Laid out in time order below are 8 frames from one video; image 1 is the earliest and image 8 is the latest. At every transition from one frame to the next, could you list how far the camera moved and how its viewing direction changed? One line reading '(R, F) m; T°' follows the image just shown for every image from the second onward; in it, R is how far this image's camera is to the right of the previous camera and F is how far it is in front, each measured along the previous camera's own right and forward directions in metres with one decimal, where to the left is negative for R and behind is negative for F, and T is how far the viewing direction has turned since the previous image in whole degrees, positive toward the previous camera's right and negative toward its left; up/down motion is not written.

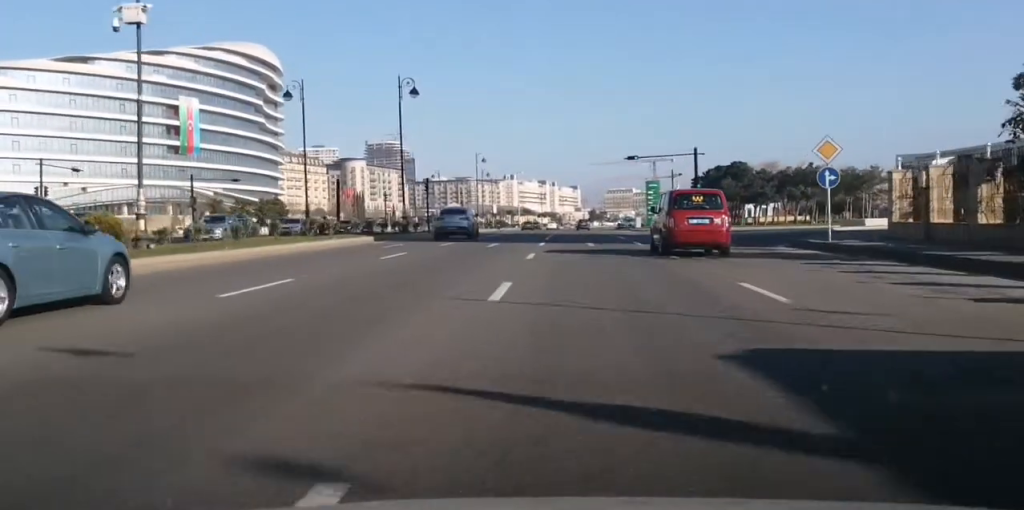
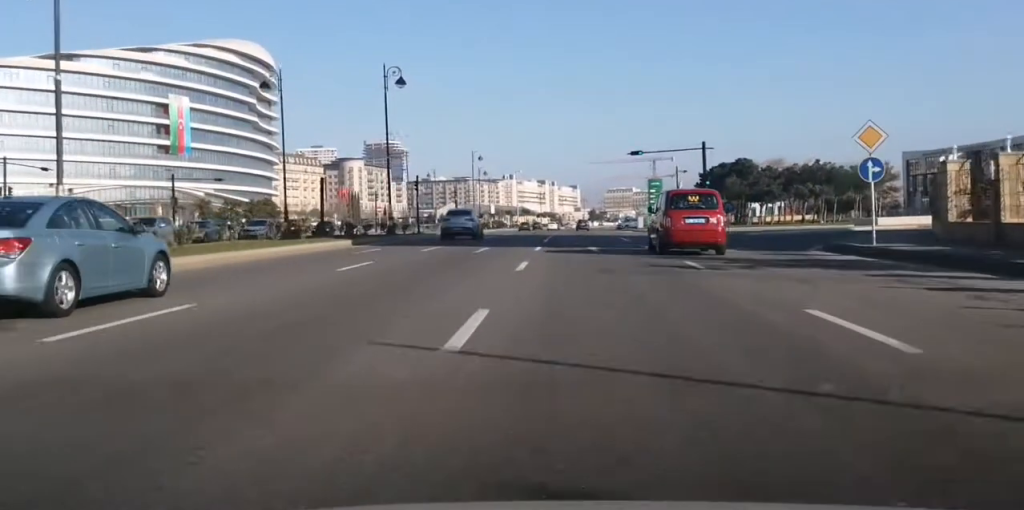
(0.0, +5.0) m; -1°
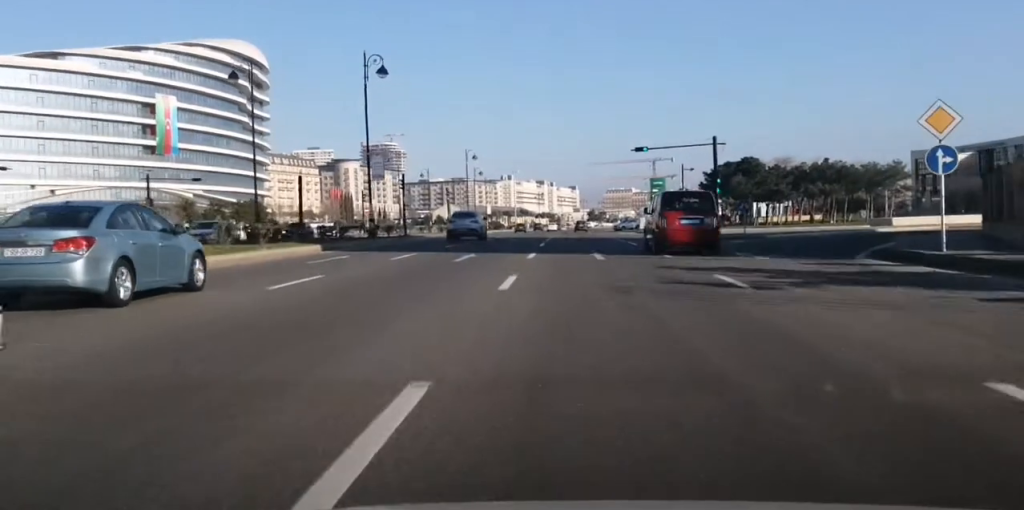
(+0.1, +5.0) m; -1°
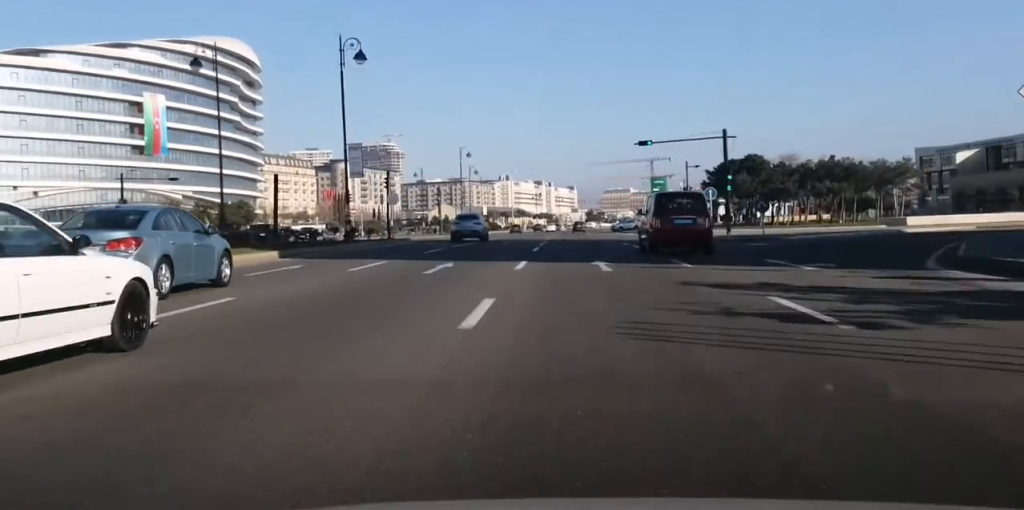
(-0.1, +5.1) m; 0°
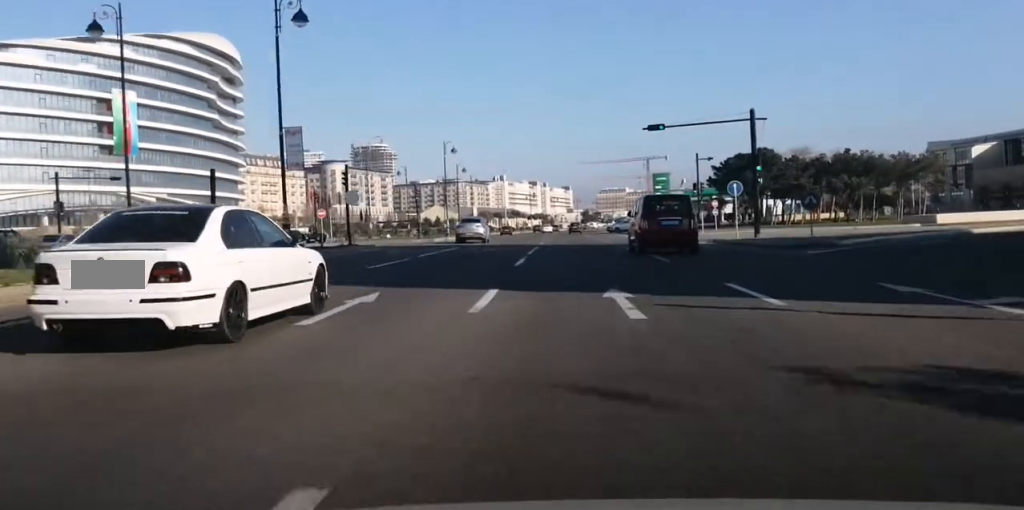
(-0.4, +9.6) m; 0°
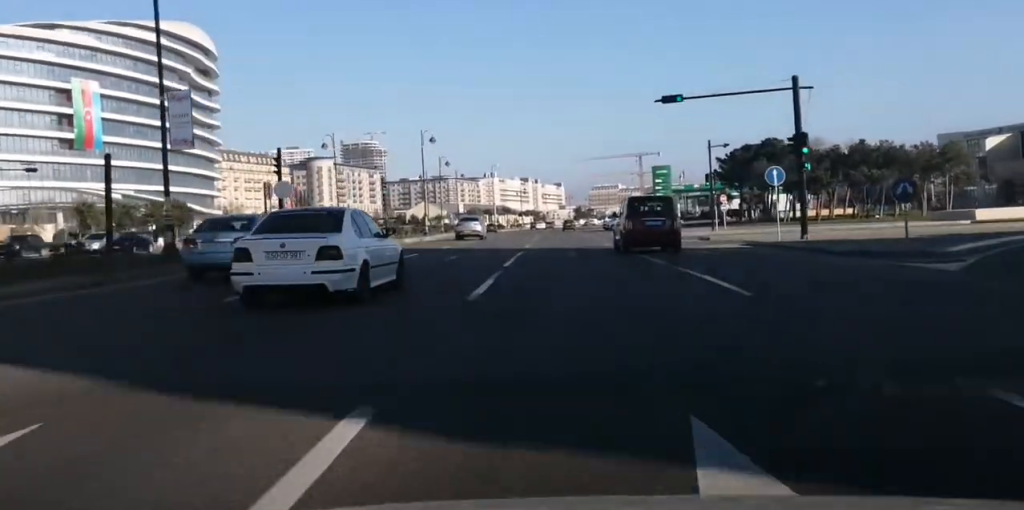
(+0.5, +10.4) m; +2°
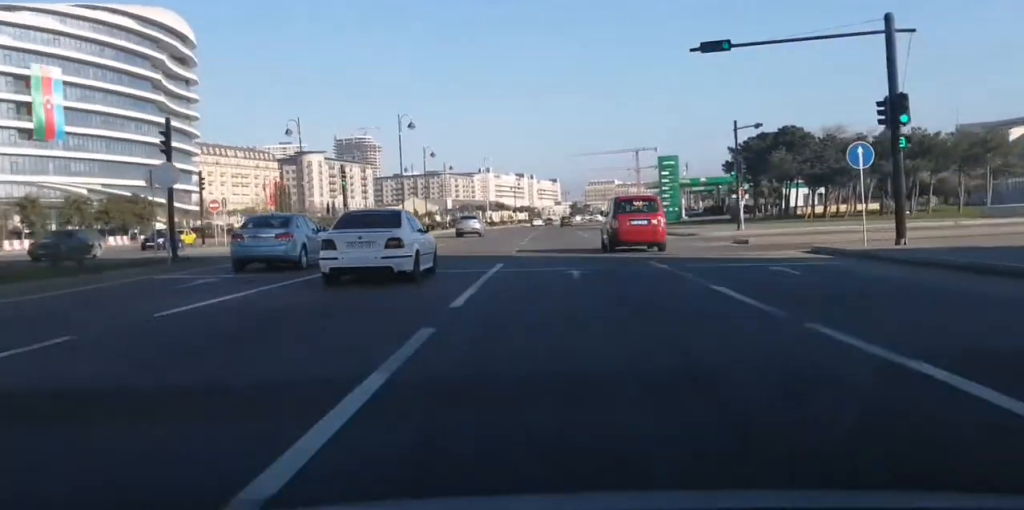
(+0.1, +10.2) m; -1°
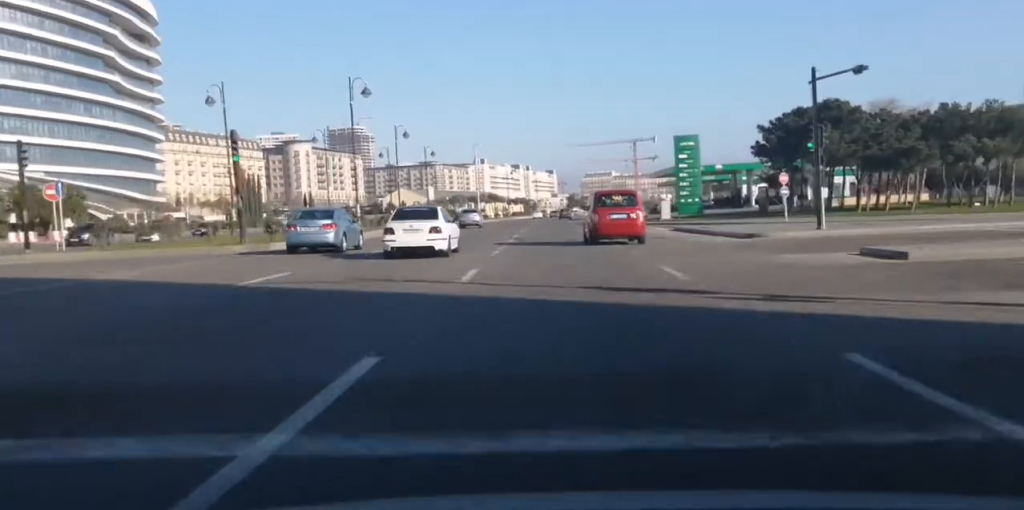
(-0.4, +17.2) m; -1°
